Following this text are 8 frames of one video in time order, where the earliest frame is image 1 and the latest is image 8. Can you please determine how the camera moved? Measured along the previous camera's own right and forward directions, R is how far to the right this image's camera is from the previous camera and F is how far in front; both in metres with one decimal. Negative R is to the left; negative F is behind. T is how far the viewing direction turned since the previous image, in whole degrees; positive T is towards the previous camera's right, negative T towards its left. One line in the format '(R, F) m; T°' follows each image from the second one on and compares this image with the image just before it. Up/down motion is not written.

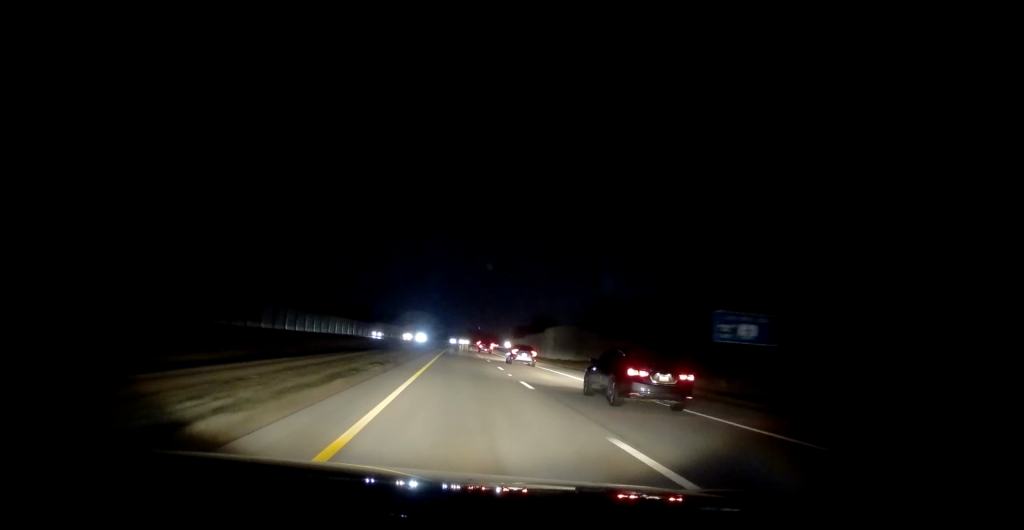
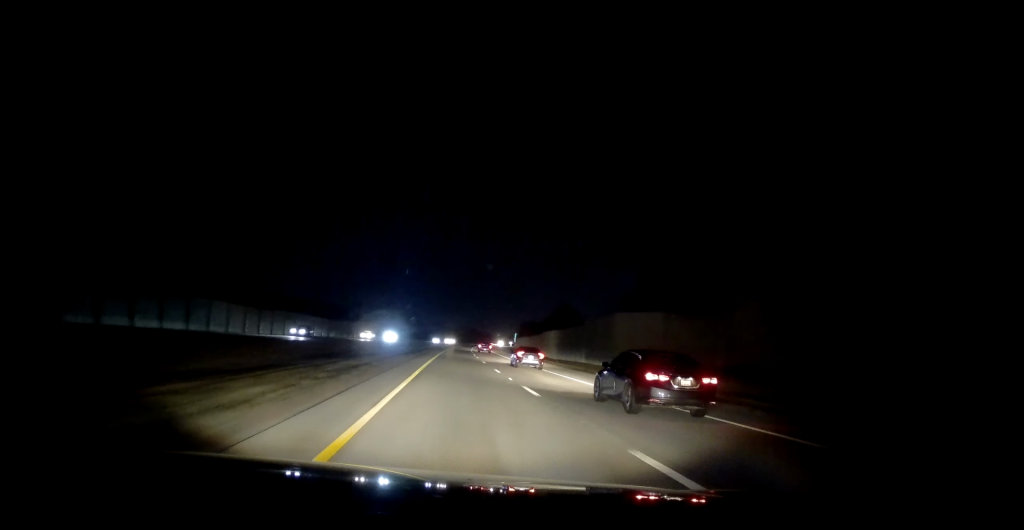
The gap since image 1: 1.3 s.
(+0.5, +36.9) m; +1°
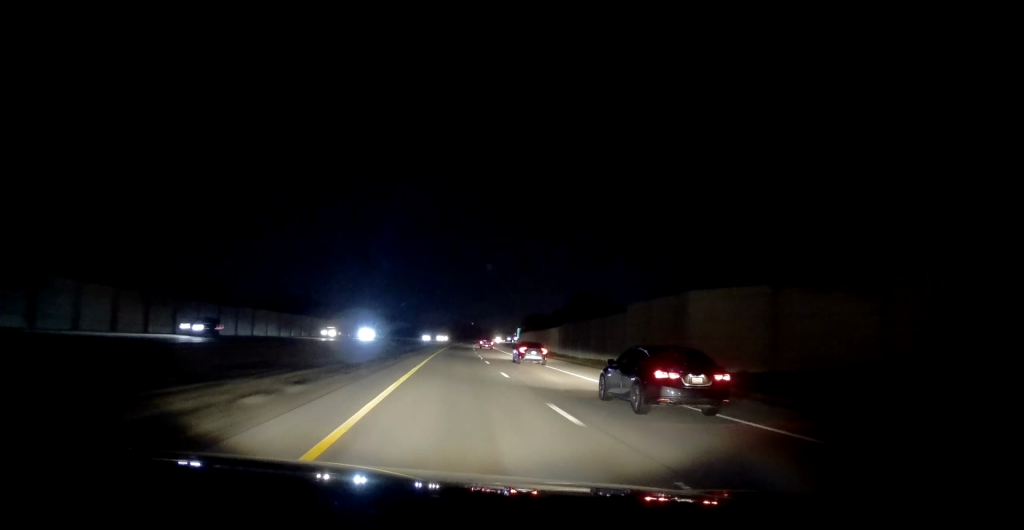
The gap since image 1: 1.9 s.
(+0.1, +18.4) m; 0°
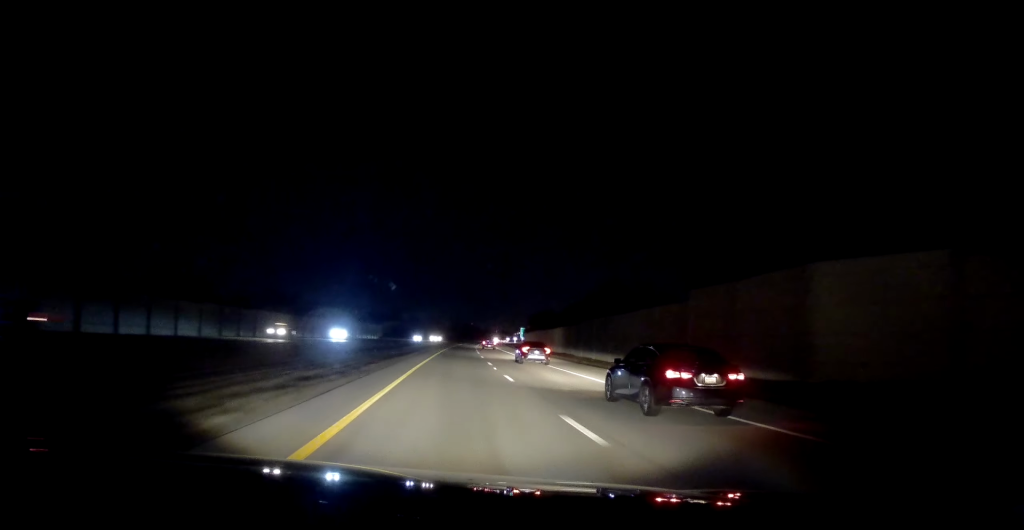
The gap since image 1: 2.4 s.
(-0.3, +14.6) m; -1°
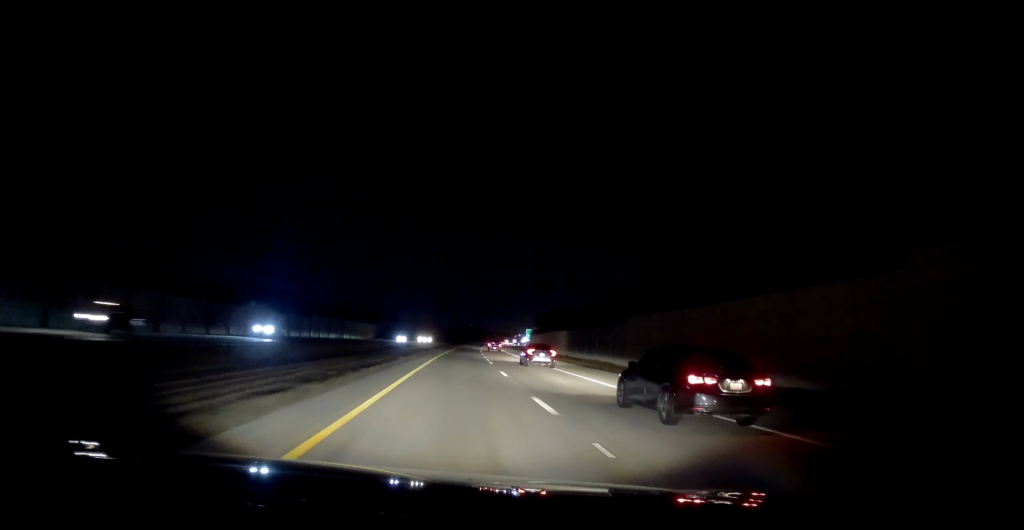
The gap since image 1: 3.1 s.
(-0.1, +20.3) m; 0°
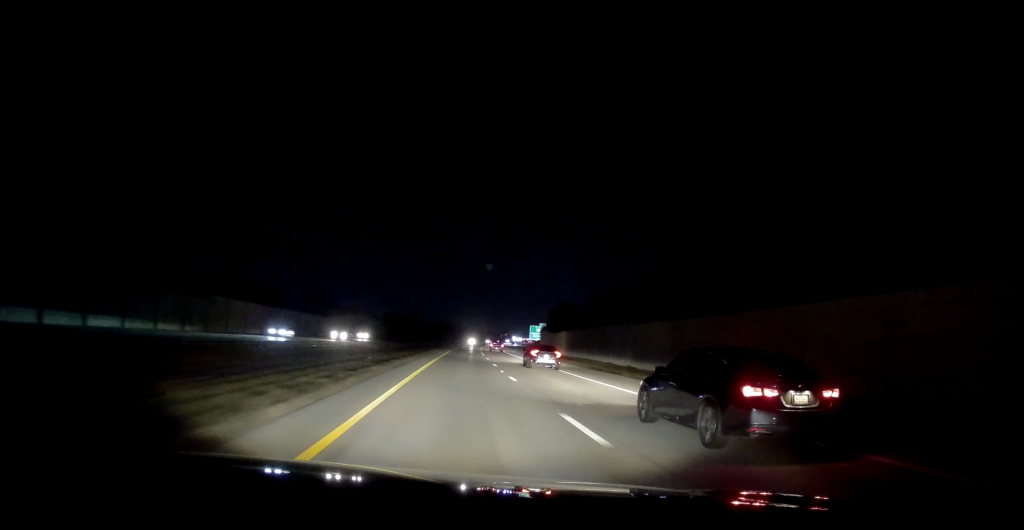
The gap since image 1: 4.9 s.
(+1.0, +50.8) m; +2°
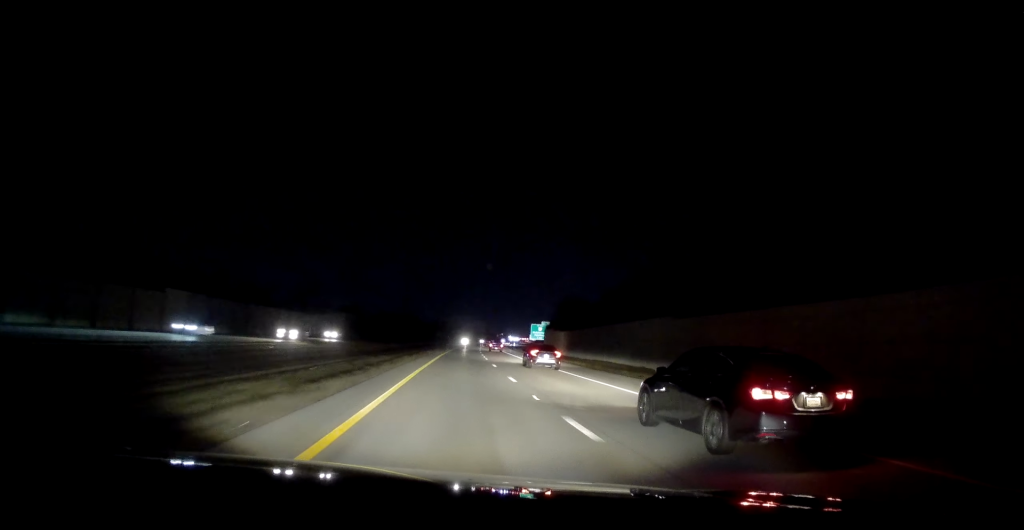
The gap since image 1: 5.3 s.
(0.0, +12.4) m; 0°
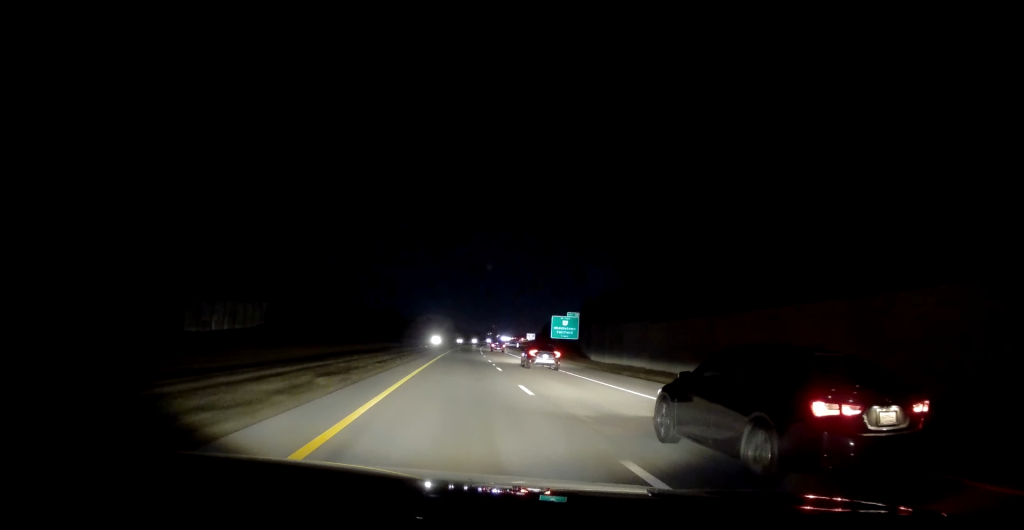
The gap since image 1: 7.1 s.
(+0.4, +52.8) m; +2°
